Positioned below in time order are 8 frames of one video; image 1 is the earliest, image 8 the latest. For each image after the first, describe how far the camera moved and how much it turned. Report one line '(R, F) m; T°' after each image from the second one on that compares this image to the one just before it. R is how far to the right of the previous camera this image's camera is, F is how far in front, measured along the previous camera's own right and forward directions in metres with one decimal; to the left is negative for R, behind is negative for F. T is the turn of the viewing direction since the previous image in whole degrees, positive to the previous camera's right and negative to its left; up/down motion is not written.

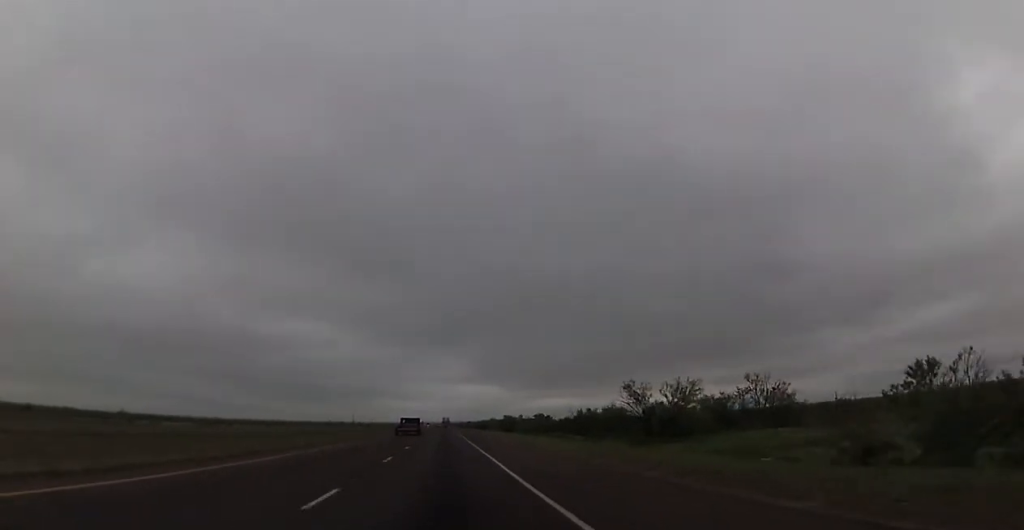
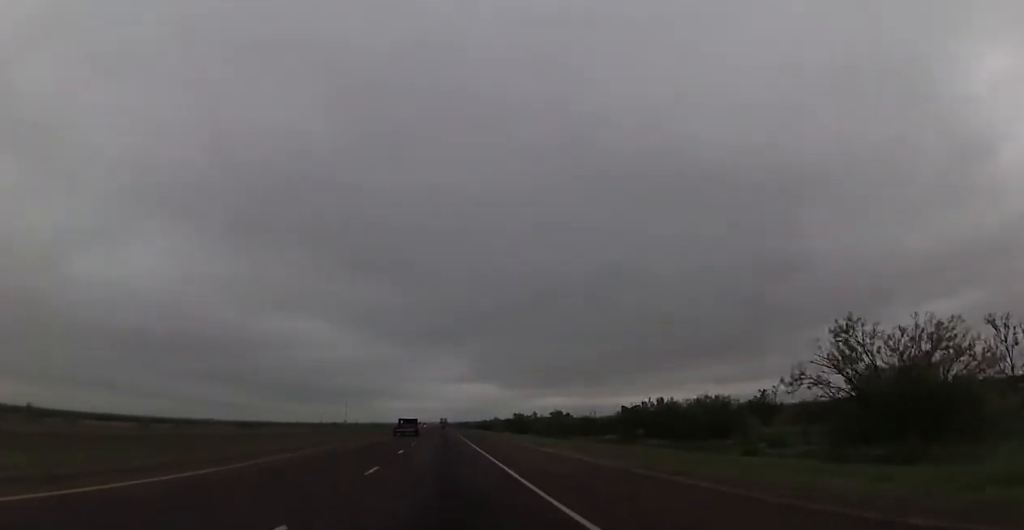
(-0.2, +29.2) m; 0°
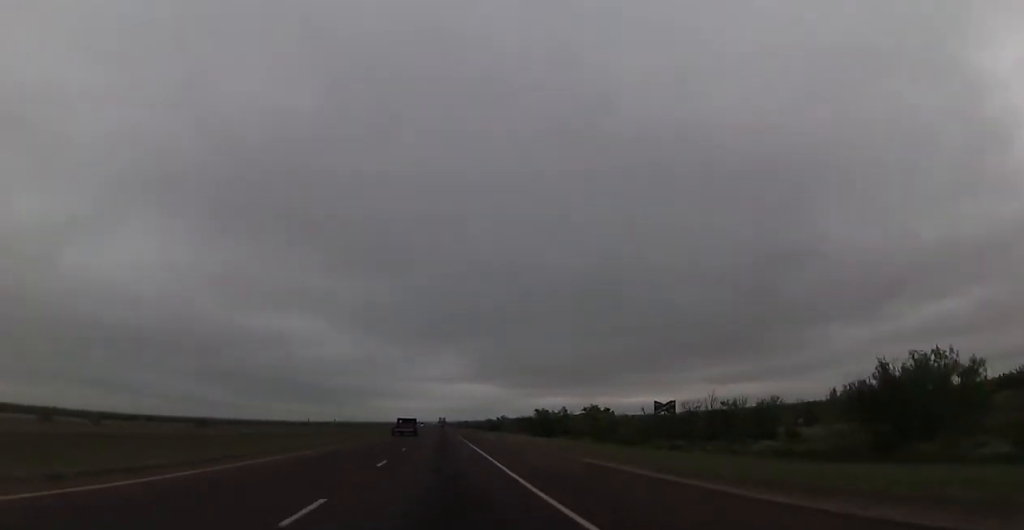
(-0.1, +33.9) m; 0°
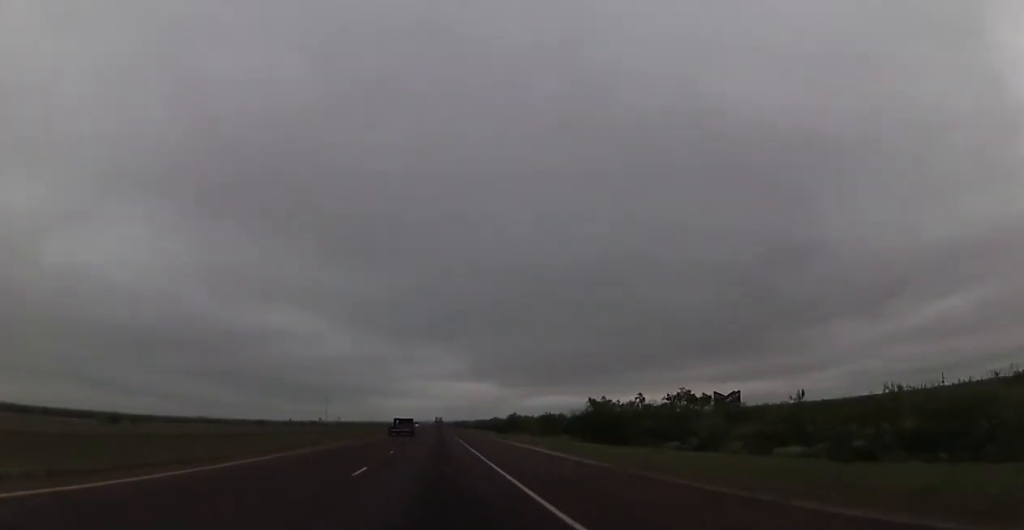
(+0.3, +40.9) m; +1°
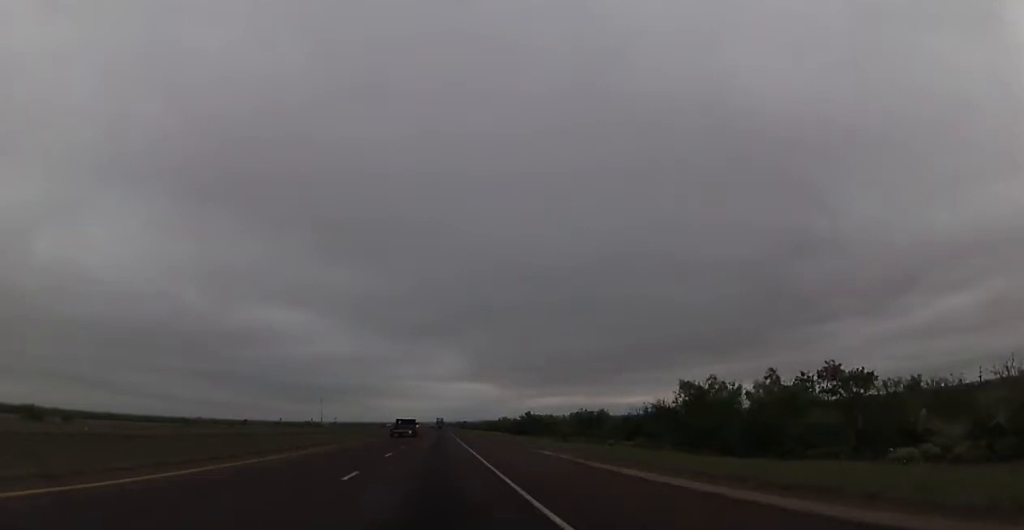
(+0.1, +25.6) m; 0°
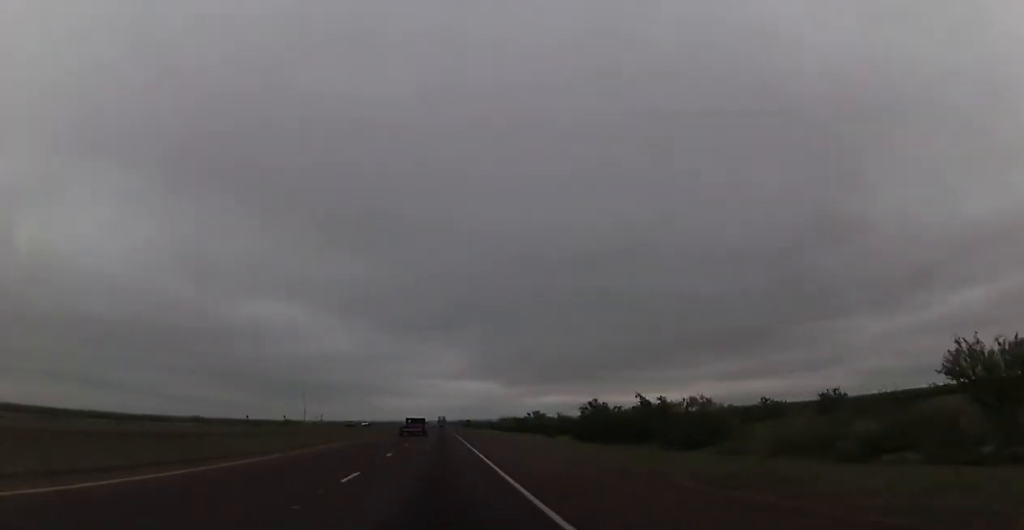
(-0.4, +61.9) m; 0°
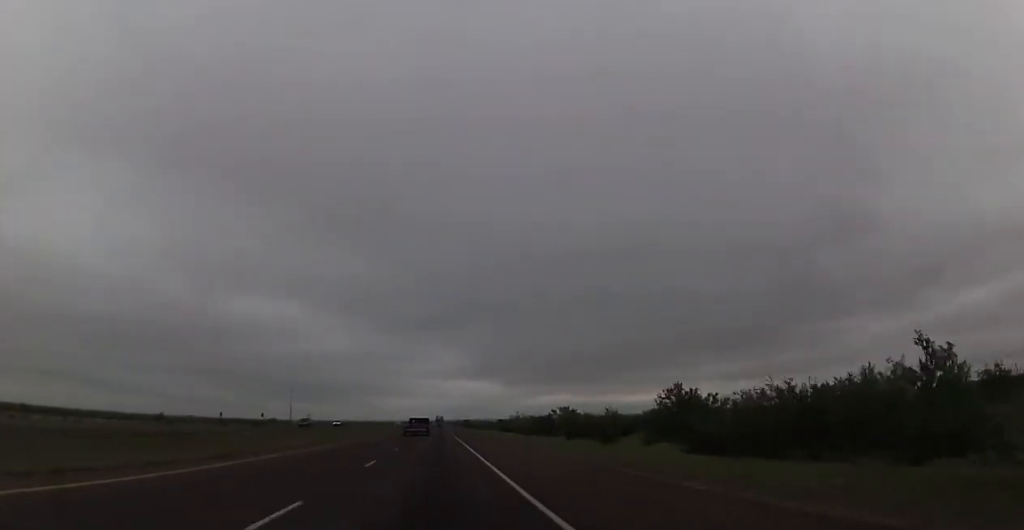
(0.0, +31.5) m; 0°
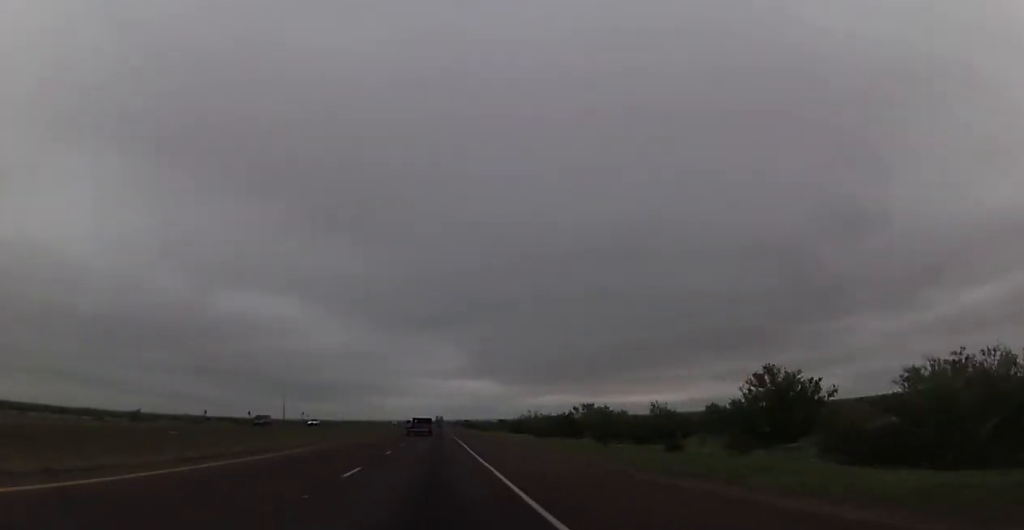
(+0.3, +16.3) m; 0°
